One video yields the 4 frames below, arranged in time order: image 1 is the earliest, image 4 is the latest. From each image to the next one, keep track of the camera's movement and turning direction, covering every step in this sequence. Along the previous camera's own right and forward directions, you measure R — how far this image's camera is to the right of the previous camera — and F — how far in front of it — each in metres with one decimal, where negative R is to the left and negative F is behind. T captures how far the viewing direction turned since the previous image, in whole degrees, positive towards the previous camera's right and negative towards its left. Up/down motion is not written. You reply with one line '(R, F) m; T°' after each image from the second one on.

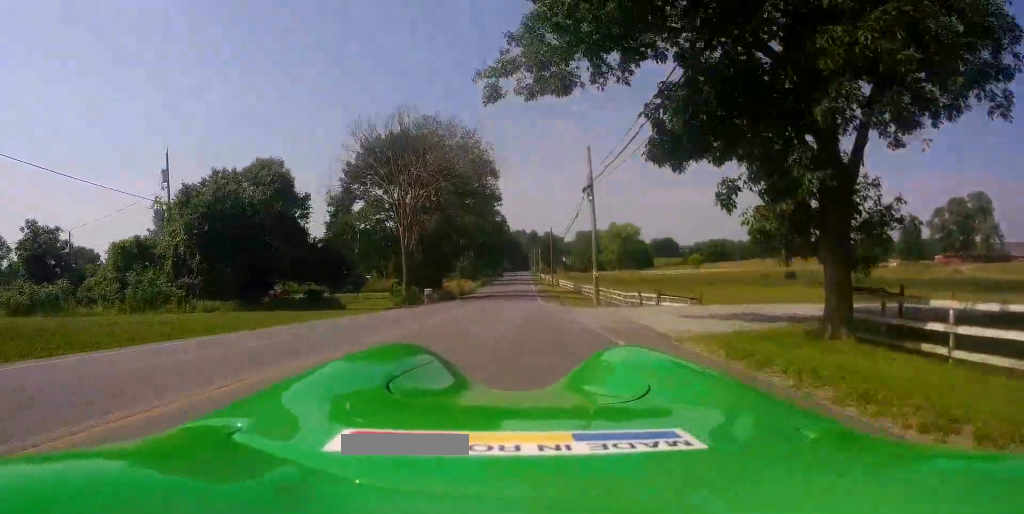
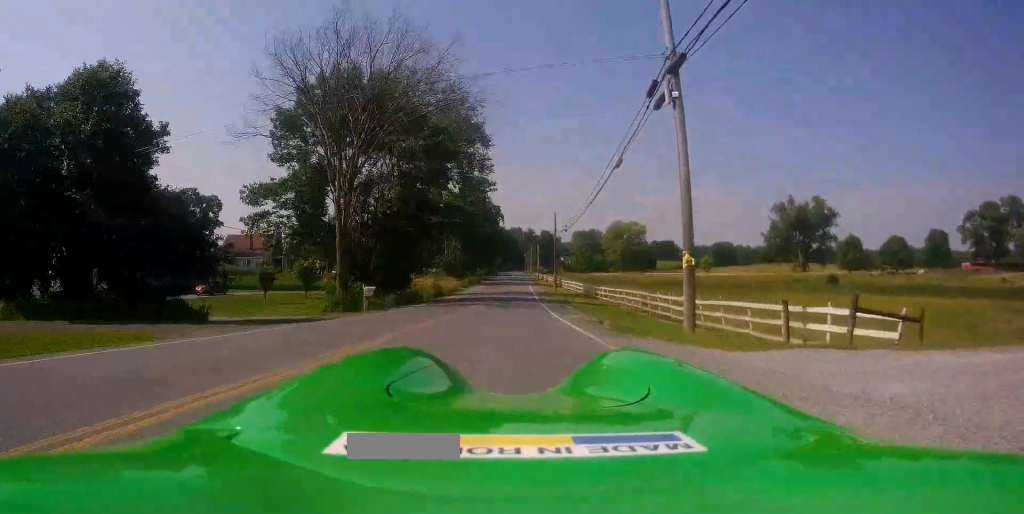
(+0.1, +17.0) m; 0°
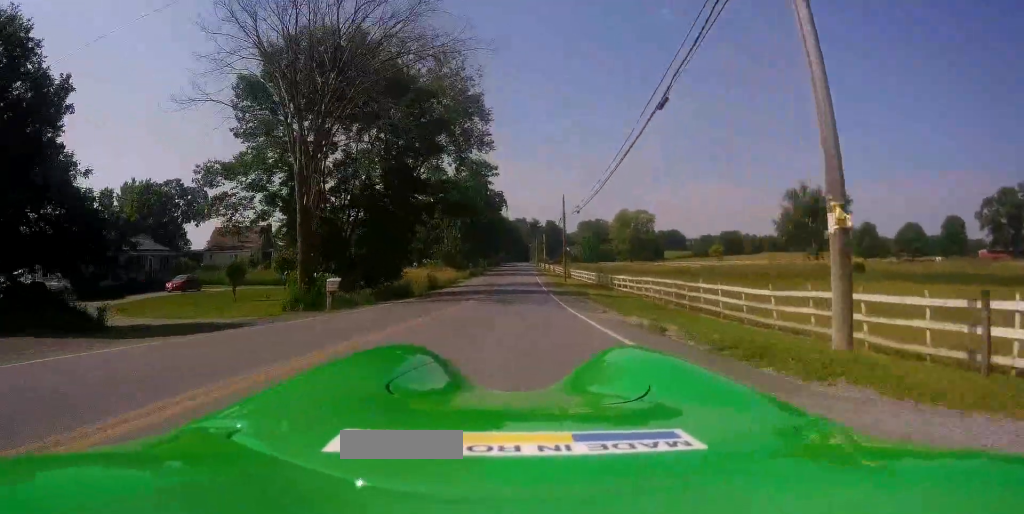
(0.0, +6.9) m; 0°
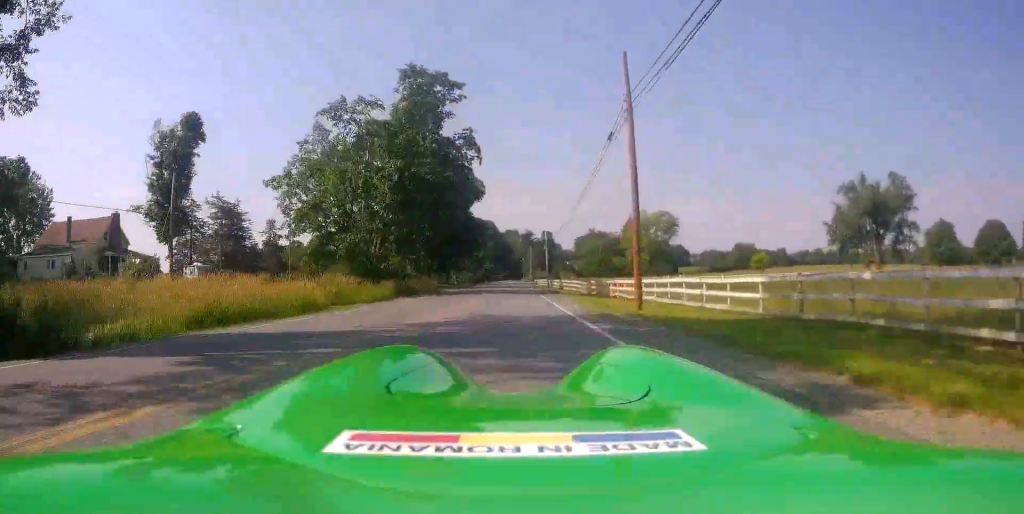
(-0.8, +40.8) m; -1°
